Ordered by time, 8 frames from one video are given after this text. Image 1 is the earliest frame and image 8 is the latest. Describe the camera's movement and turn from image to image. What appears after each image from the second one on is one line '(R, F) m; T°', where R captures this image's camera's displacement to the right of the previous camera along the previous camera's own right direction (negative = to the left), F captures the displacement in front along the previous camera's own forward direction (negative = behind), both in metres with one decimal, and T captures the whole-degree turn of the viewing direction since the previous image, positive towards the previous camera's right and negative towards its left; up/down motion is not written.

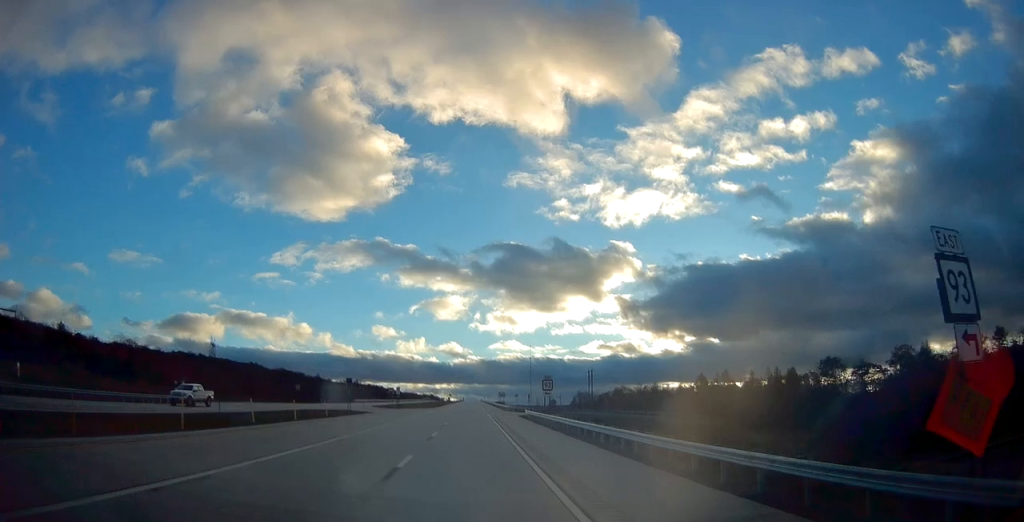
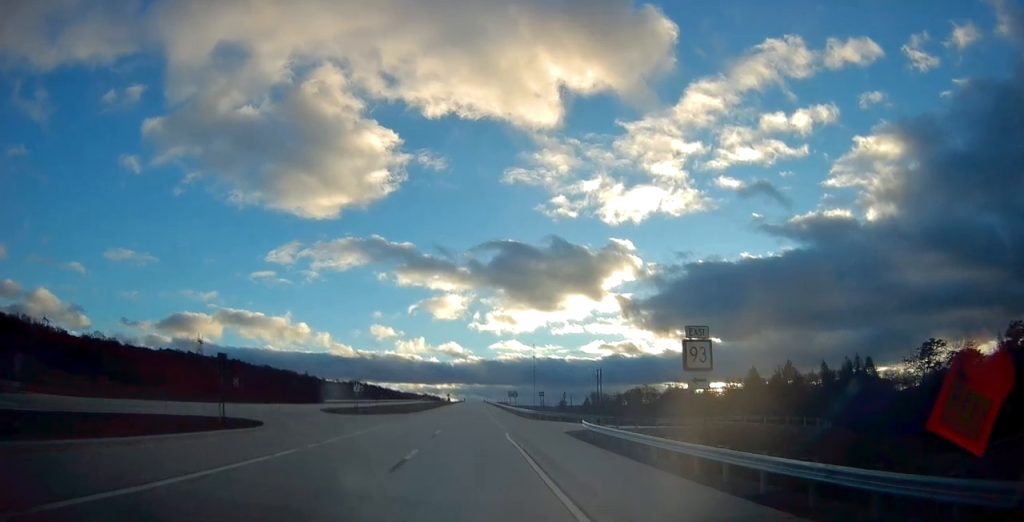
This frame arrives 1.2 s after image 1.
(0.0, +34.7) m; 0°
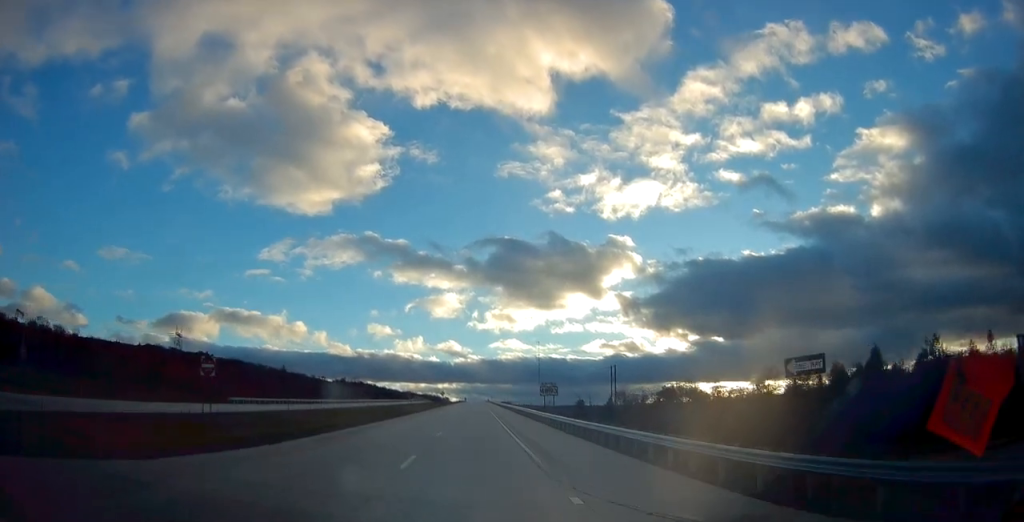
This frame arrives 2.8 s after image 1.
(-0.1, +49.6) m; 0°
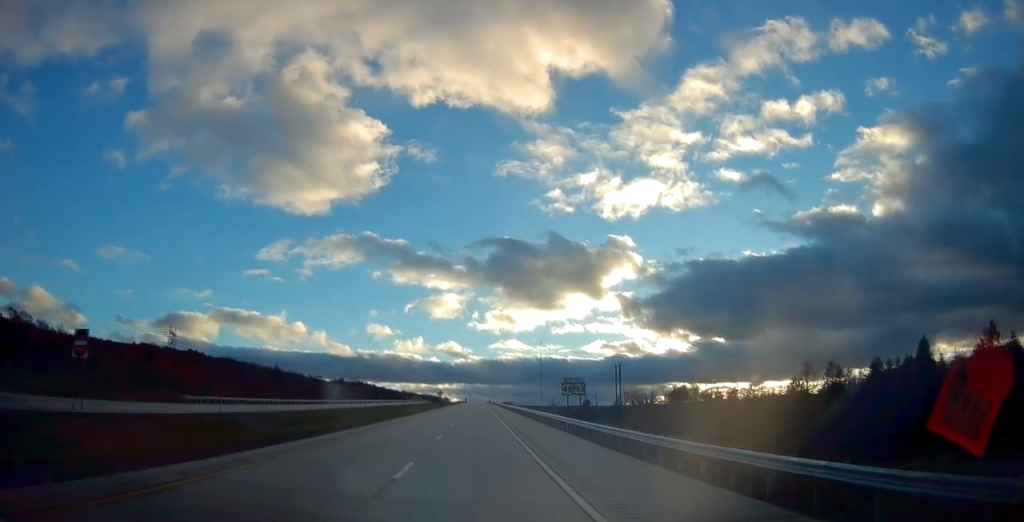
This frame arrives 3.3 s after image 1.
(+0.1, +13.9) m; 0°
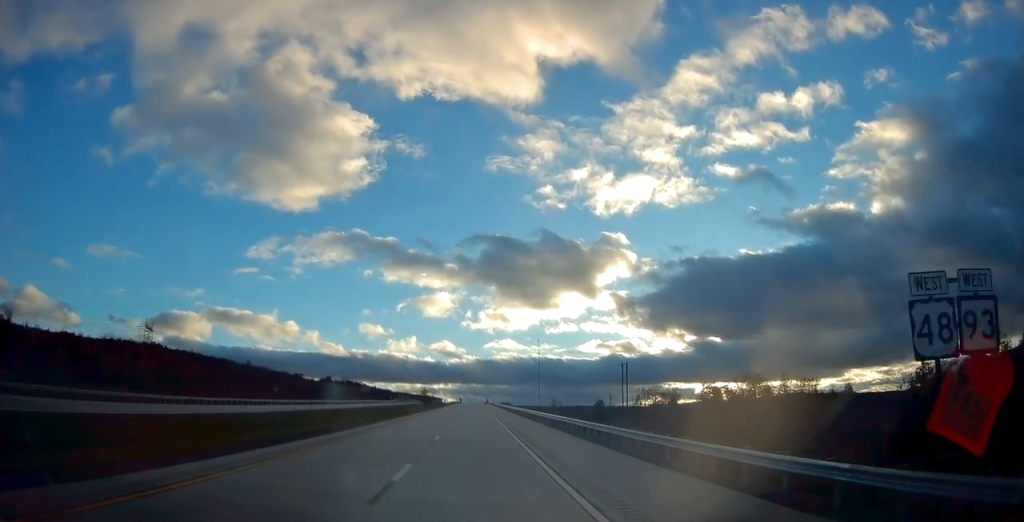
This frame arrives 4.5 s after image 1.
(-0.2, +36.7) m; 0°
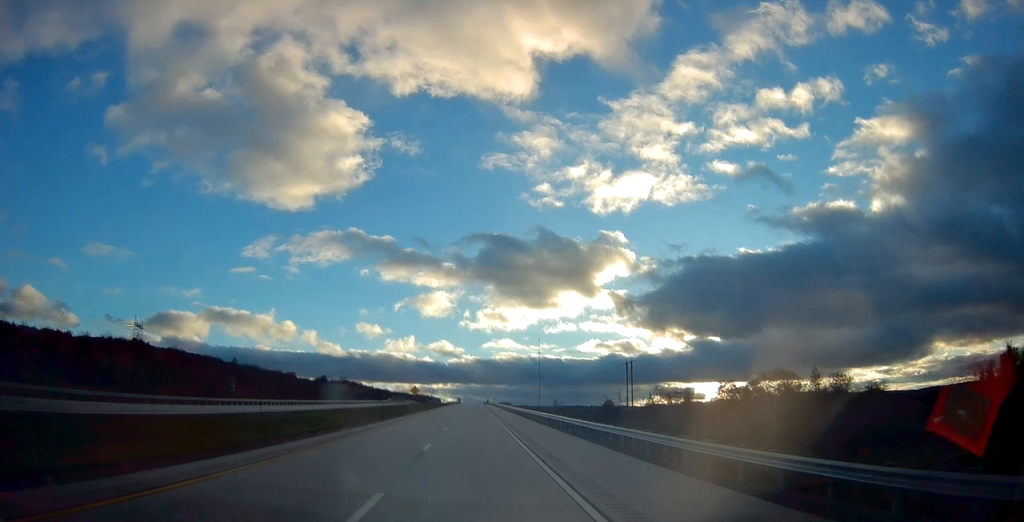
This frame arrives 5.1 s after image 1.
(0.0, +16.9) m; 0°
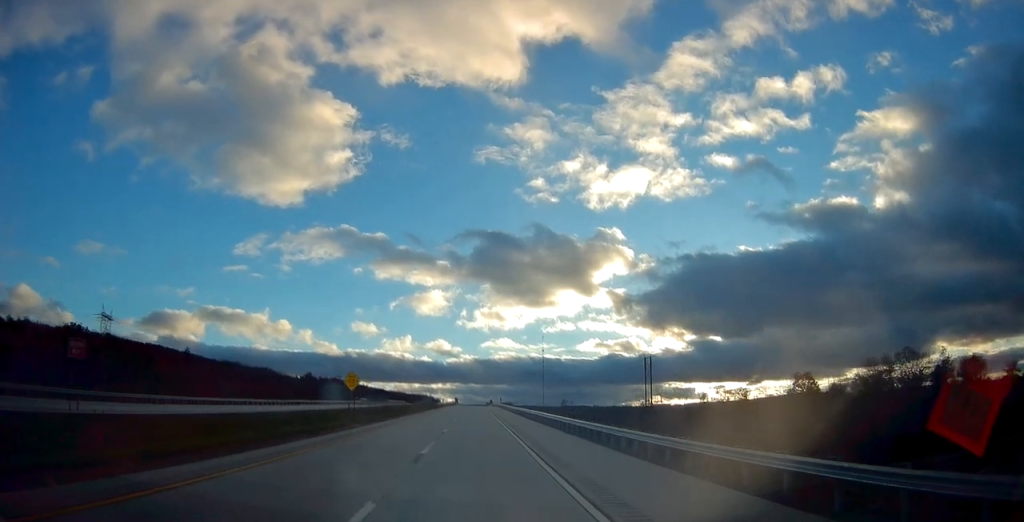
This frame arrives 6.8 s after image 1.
(+0.1, +49.8) m; 0°
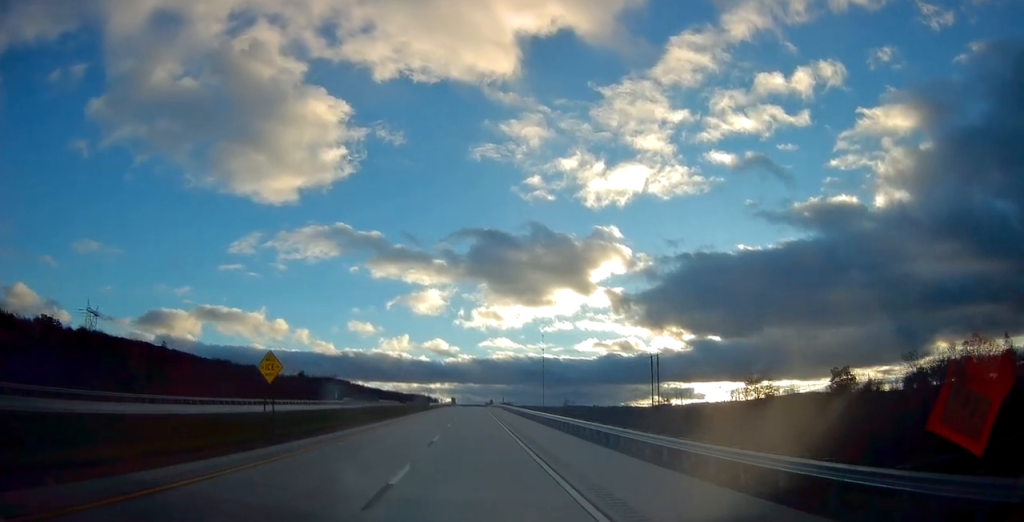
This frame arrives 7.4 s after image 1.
(-0.1, +18.9) m; 0°
